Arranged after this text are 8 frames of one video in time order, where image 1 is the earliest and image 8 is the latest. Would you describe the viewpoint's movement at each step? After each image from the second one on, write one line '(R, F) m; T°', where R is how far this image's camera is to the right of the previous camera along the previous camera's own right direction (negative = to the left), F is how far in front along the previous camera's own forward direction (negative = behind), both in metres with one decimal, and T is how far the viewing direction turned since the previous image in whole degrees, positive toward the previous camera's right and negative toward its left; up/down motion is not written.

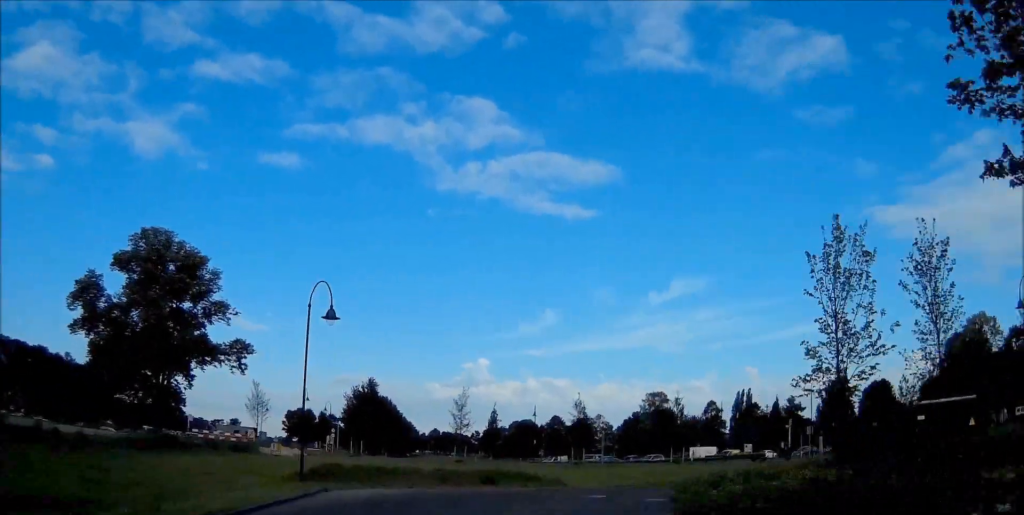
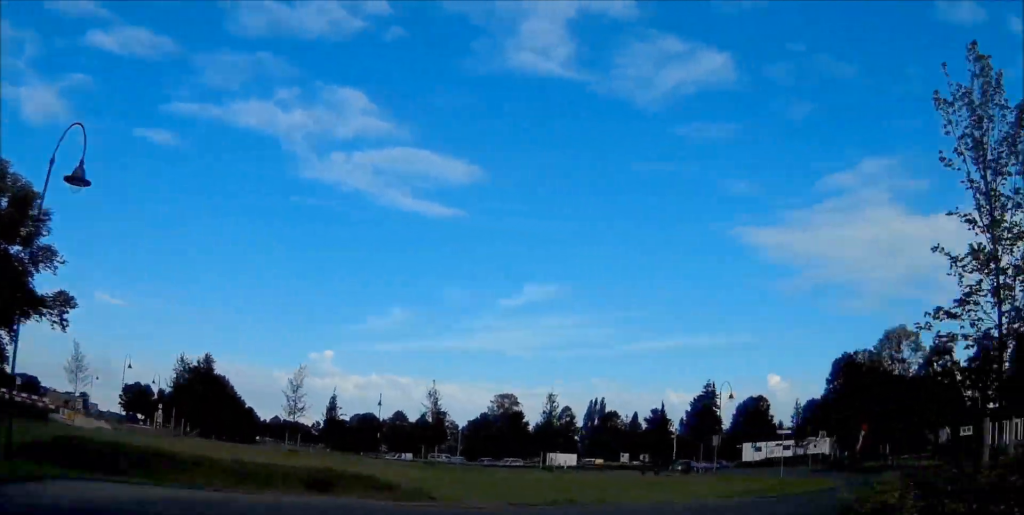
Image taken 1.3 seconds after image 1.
(-0.5, +10.6) m; +18°
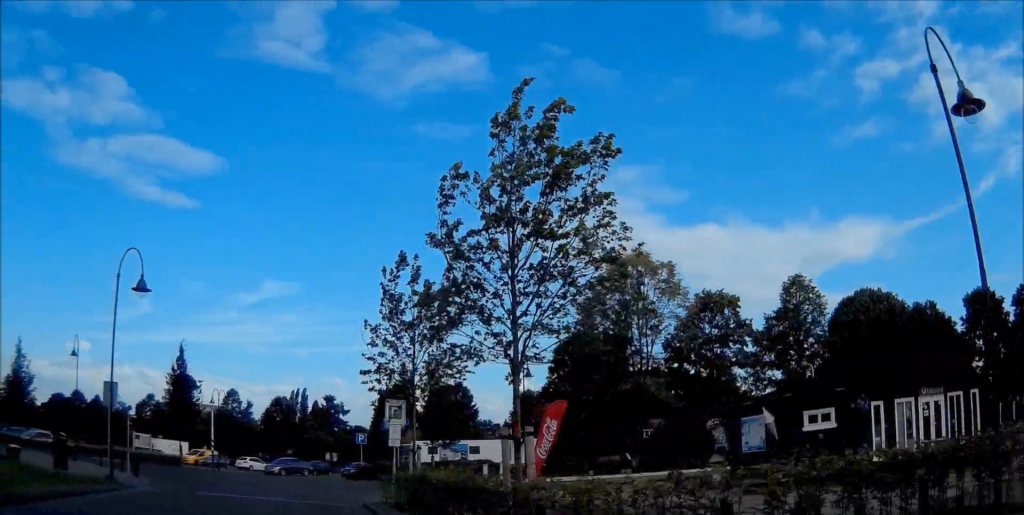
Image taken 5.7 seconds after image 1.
(+7.5, +31.1) m; -6°
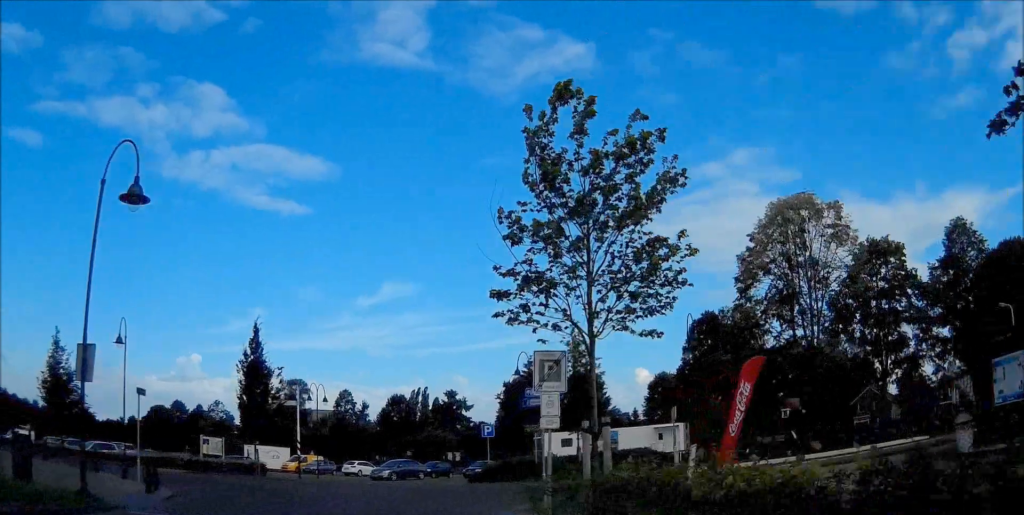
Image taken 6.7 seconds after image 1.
(-1.0, +6.7) m; -8°
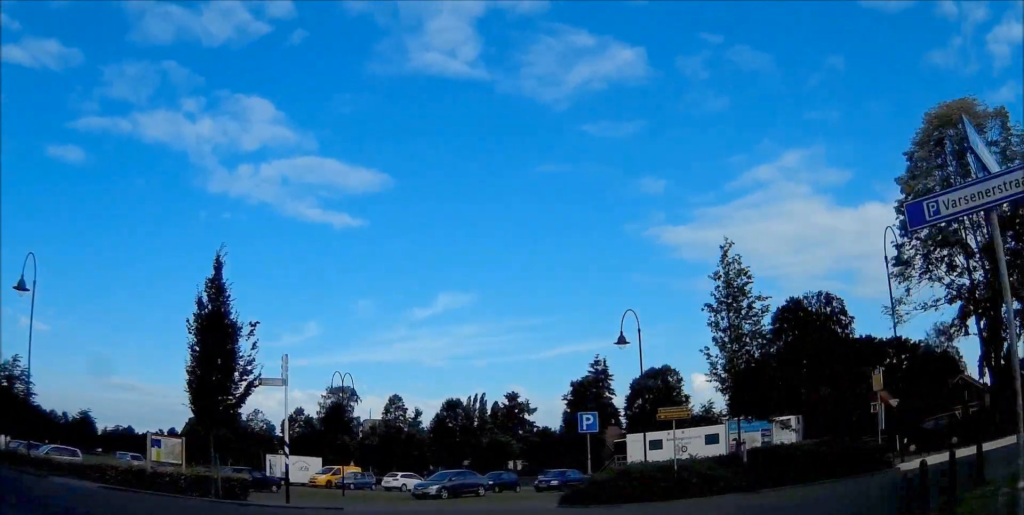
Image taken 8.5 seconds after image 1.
(-1.6, +12.1) m; -24°
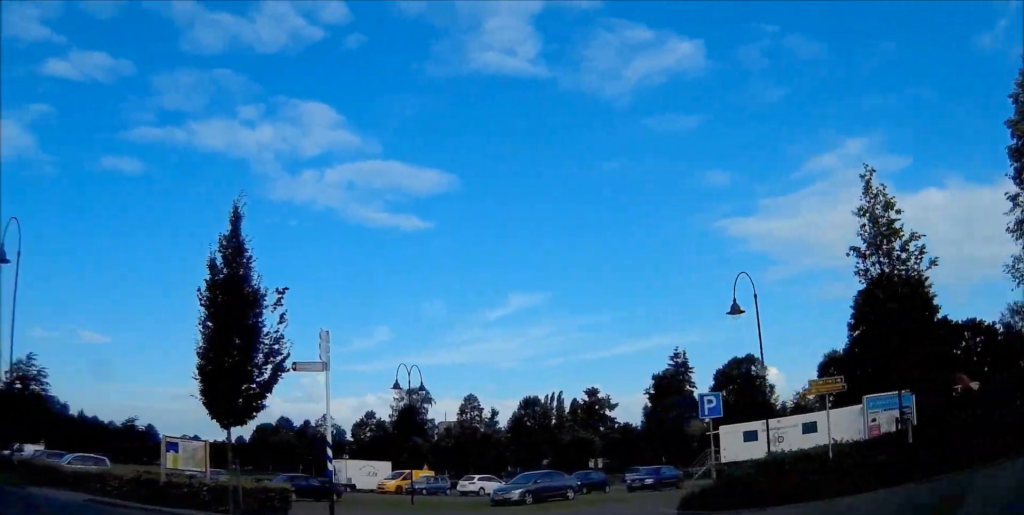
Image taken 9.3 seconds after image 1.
(+1.1, +5.1) m; -13°
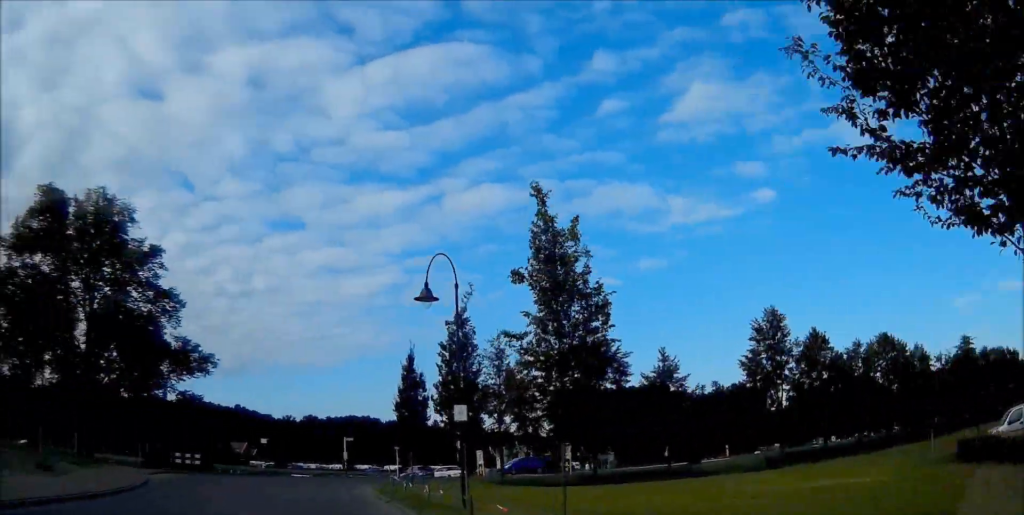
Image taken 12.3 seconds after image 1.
(-11.1, +17.0) m; -45°
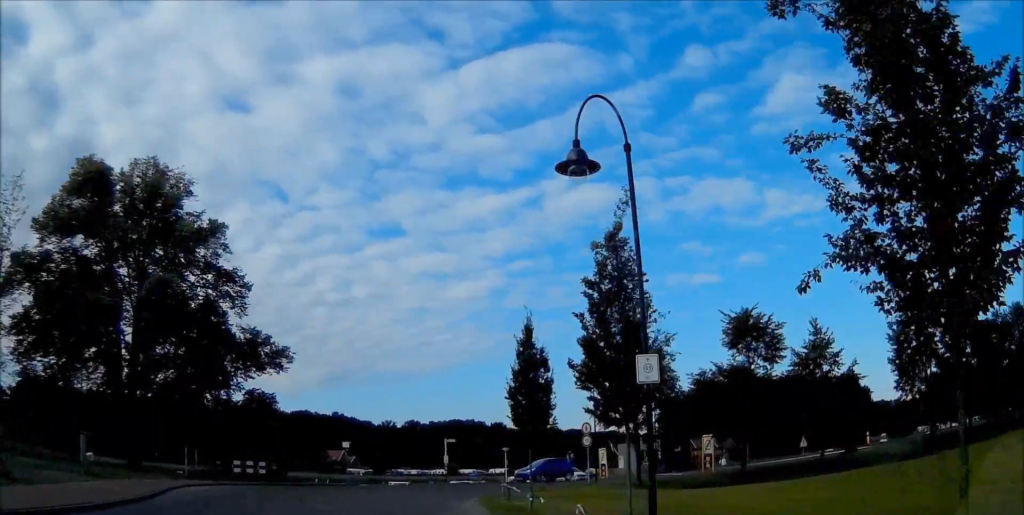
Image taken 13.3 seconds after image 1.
(-1.0, +7.7) m; -7°
